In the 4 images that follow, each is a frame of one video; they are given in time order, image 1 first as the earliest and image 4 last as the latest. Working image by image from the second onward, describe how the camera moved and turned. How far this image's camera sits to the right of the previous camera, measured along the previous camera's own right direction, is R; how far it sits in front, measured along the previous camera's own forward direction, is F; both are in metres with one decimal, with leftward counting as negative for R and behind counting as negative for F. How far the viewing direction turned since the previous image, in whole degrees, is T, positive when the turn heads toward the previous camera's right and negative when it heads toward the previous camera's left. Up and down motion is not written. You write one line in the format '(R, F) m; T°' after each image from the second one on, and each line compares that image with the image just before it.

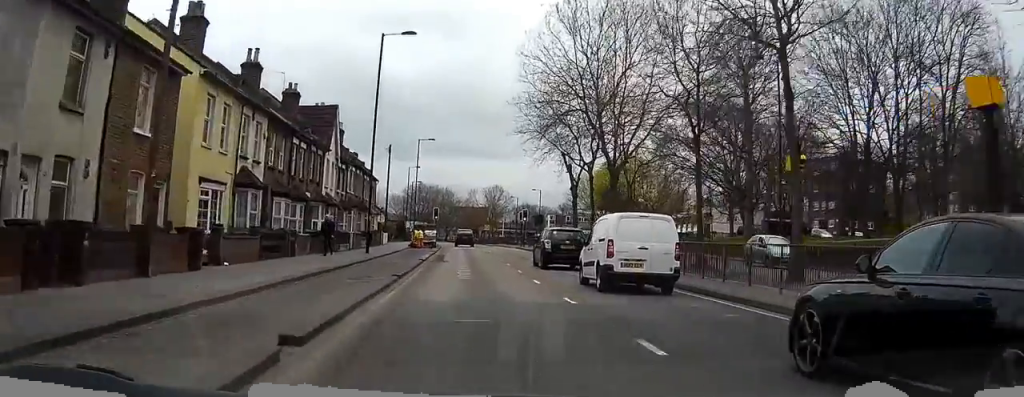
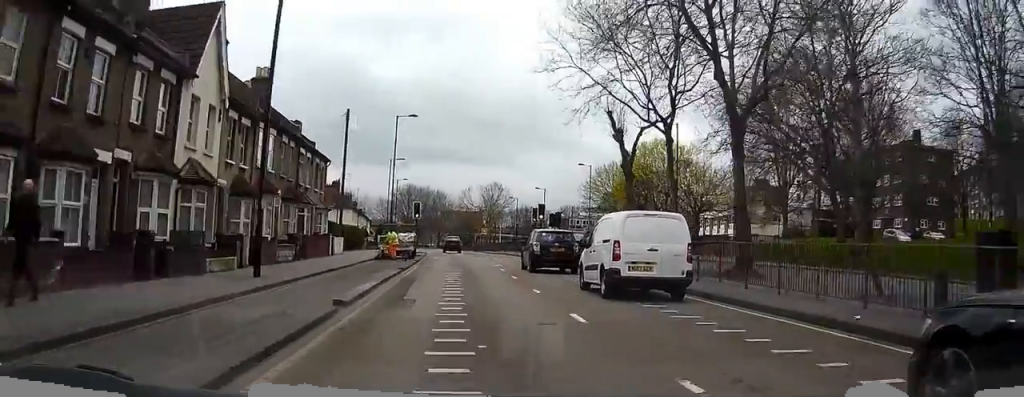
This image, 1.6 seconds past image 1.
(+0.2, +20.8) m; +1°
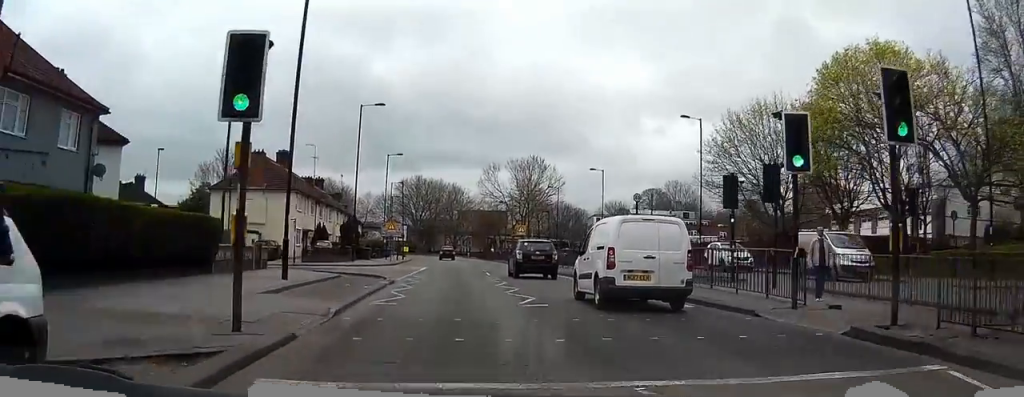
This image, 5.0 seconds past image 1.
(0.0, +44.1) m; -1°
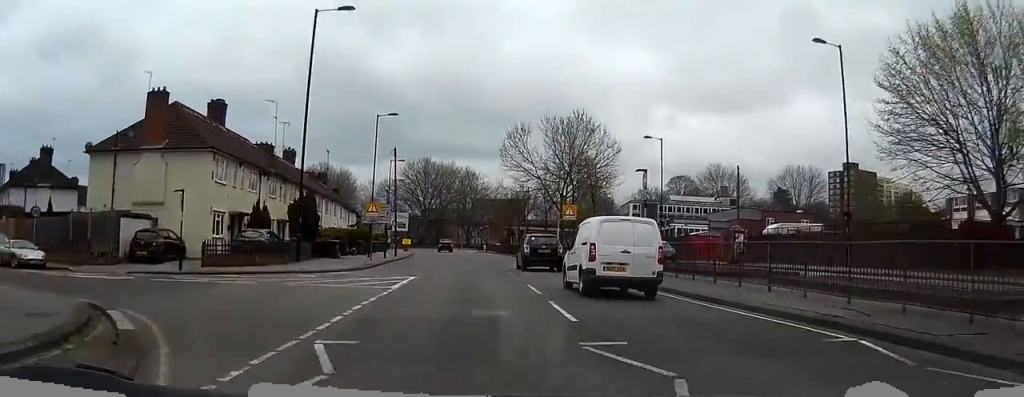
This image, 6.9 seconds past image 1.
(-0.2, +23.1) m; -1°
